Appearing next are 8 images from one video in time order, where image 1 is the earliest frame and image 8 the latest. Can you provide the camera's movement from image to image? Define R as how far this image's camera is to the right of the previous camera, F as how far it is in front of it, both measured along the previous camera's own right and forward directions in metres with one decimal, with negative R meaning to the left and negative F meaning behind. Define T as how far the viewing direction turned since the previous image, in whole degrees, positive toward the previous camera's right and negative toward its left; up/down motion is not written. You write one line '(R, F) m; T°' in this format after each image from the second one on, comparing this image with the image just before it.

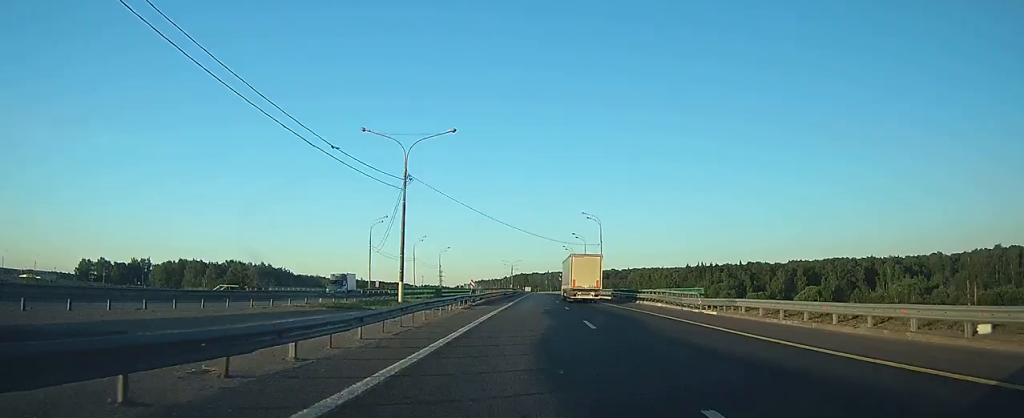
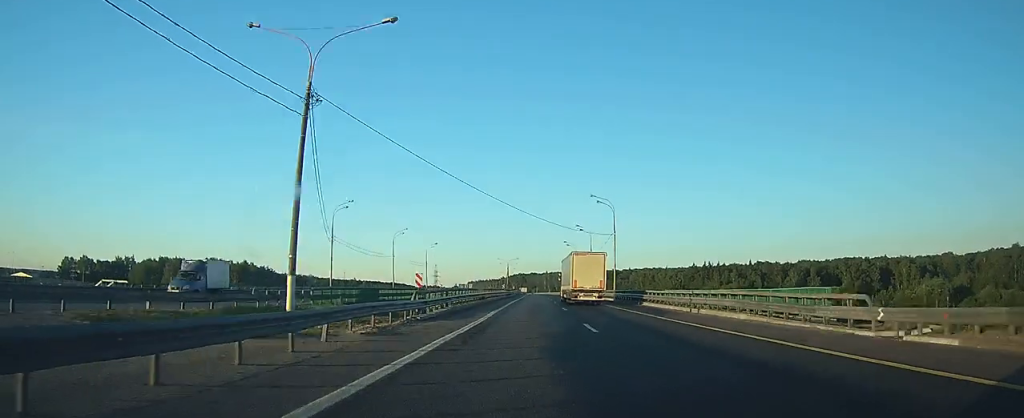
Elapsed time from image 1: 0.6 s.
(0.0, +17.0) m; 0°
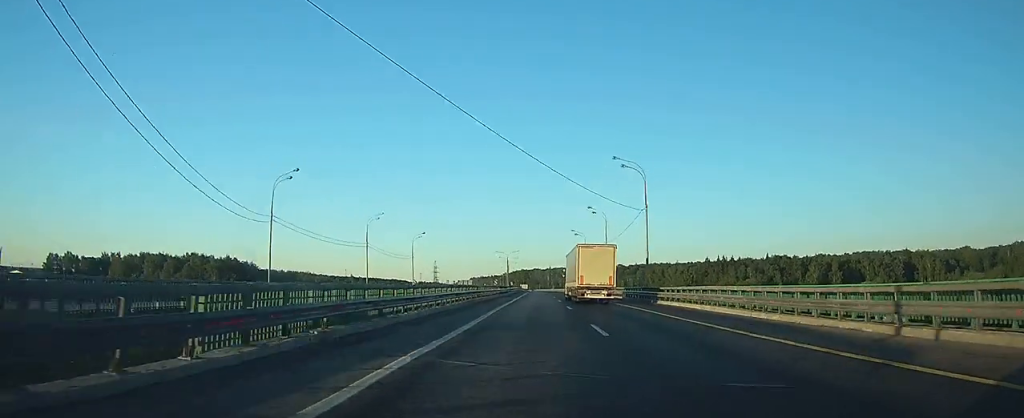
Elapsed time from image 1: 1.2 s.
(+0.1, +19.1) m; 0°
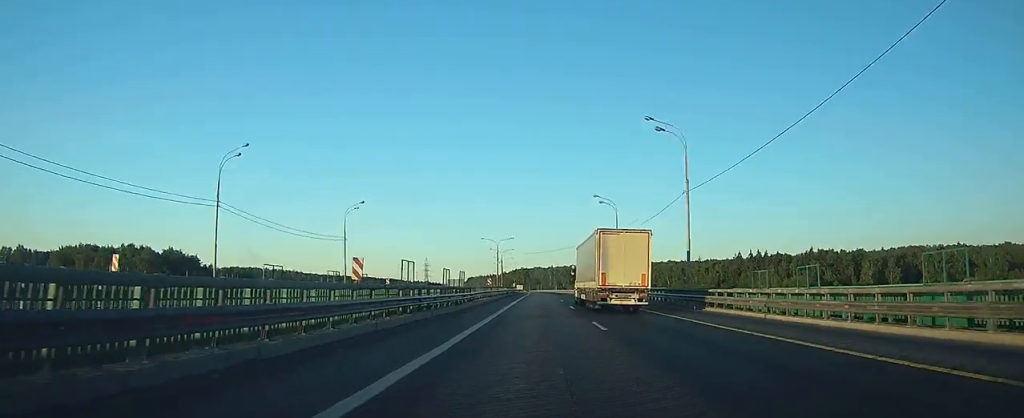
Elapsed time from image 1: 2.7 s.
(+0.2, +45.4) m; 0°
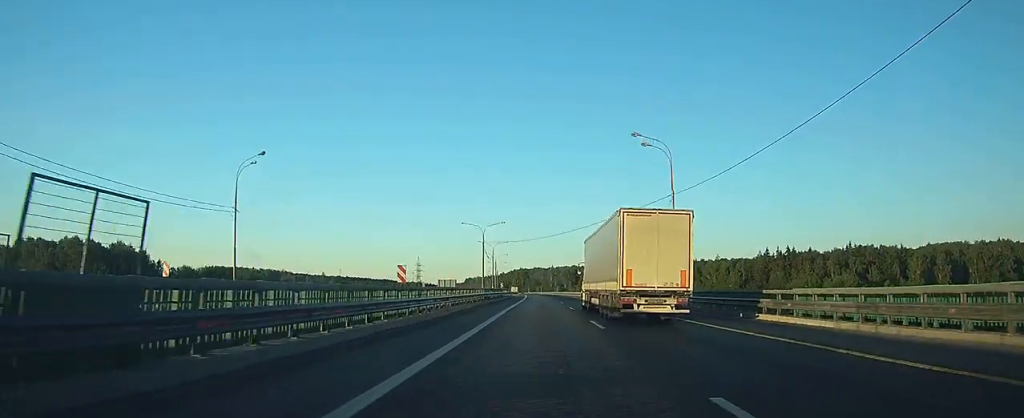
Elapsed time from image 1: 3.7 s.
(0.0, +30.6) m; 0°
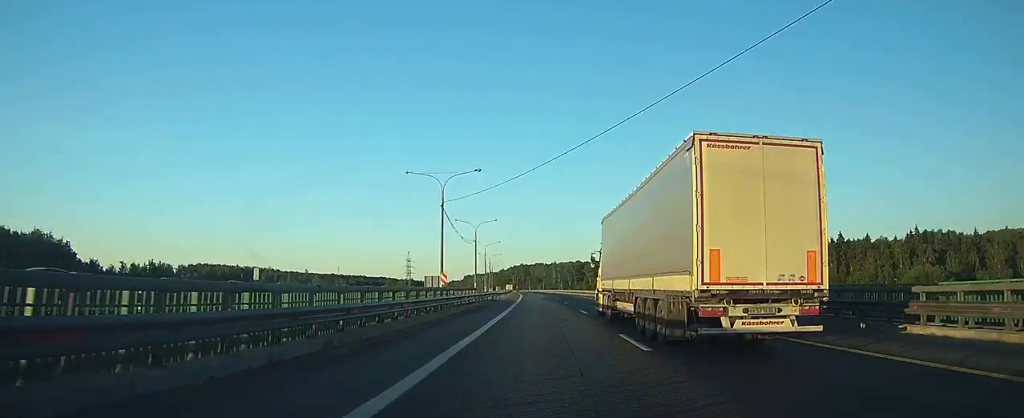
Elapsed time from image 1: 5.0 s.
(-0.1, +39.0) m; 0°
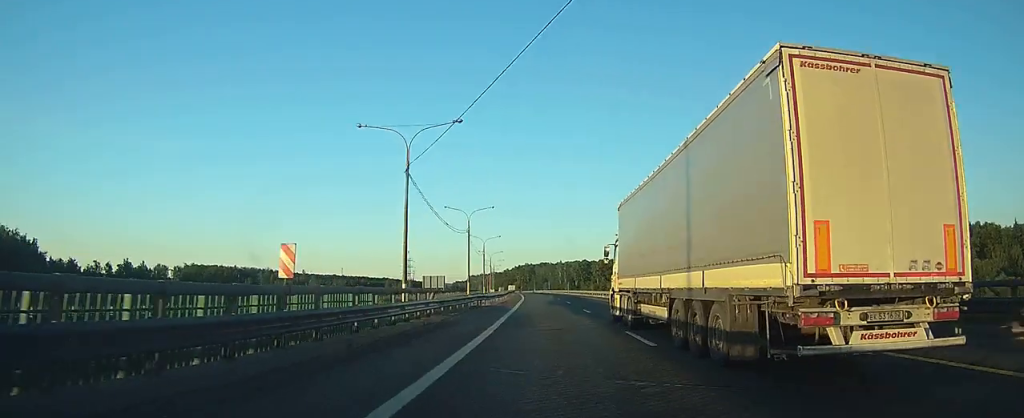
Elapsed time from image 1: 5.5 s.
(0.0, +15.5) m; 0°
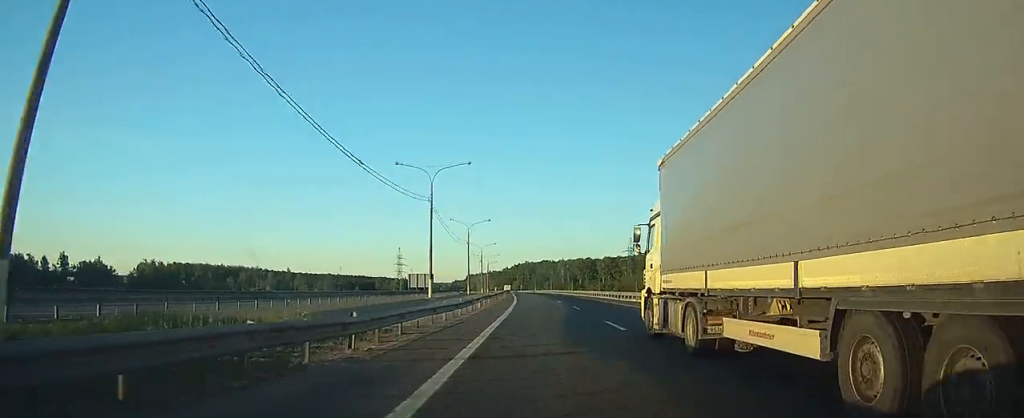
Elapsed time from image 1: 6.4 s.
(-0.1, +27.8) m; 0°
